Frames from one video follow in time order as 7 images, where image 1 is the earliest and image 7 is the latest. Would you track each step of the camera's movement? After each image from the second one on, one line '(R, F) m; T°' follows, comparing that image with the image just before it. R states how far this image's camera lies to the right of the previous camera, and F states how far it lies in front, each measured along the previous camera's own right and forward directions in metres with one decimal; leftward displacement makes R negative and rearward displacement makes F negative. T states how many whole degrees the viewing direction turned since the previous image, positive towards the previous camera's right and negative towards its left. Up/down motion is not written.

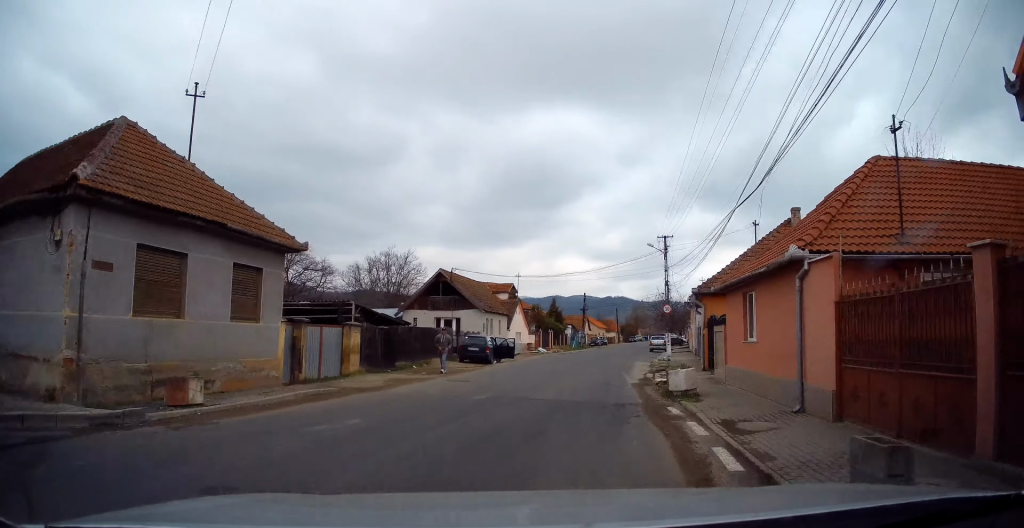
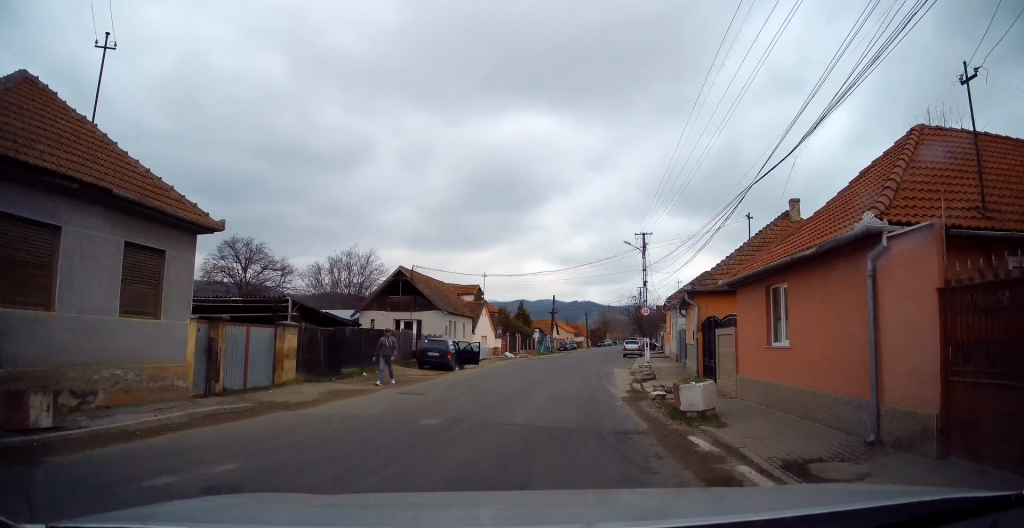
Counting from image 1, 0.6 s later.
(+0.1, +3.4) m; +1°
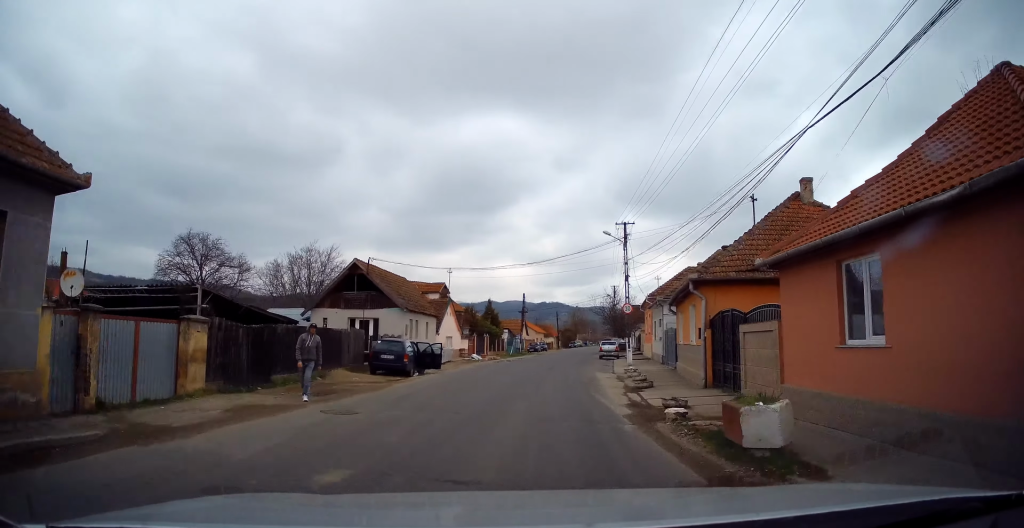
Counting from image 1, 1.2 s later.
(0.0, +3.6) m; +2°
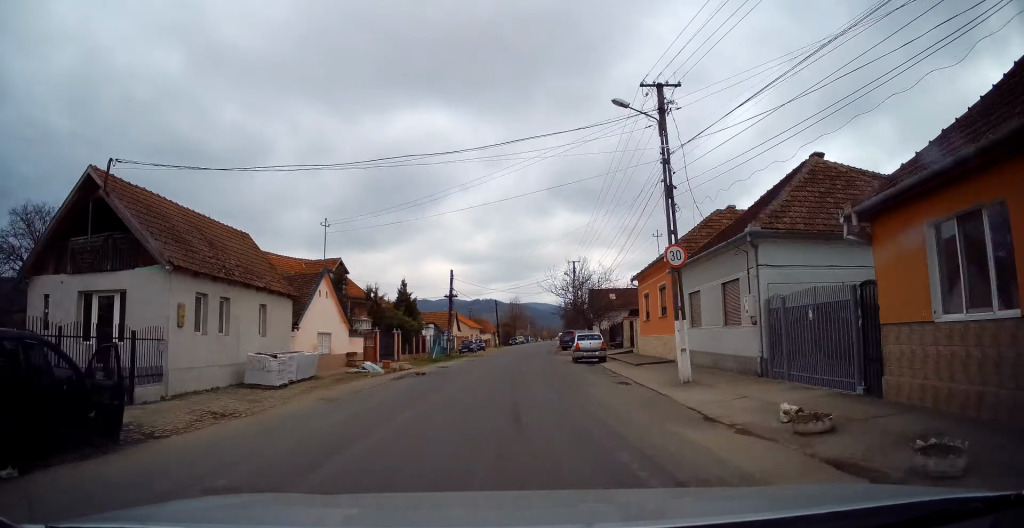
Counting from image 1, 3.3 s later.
(+1.6, +15.9) m; +8°
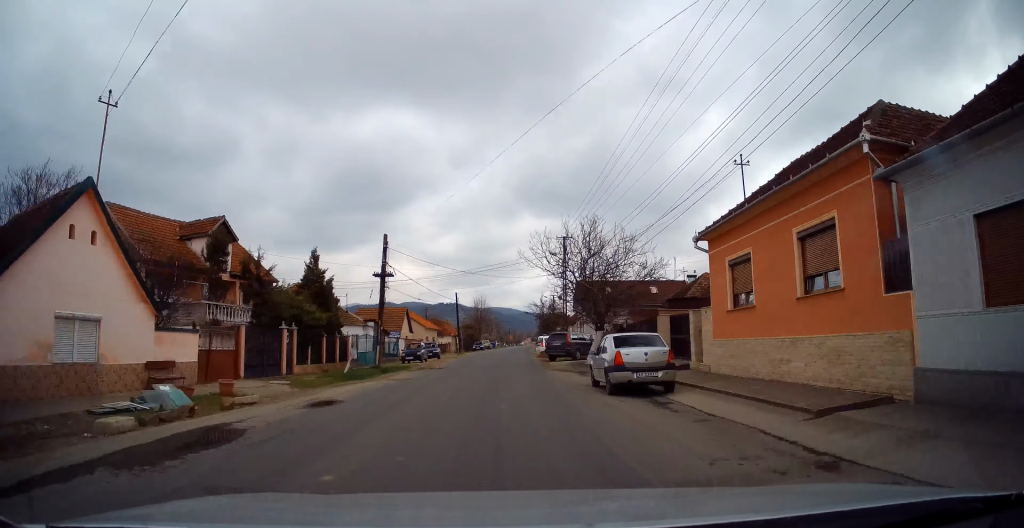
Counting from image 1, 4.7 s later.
(+0.2, +14.2) m; +3°
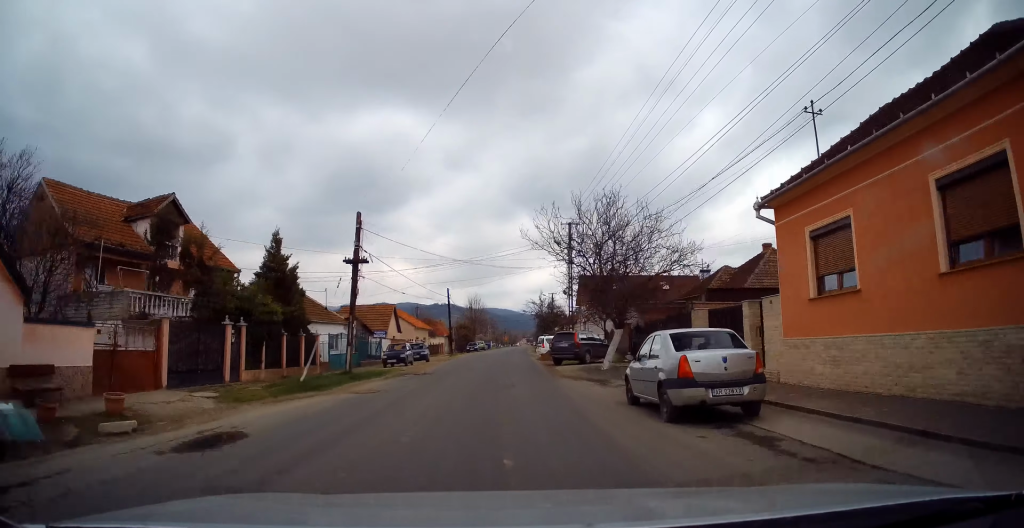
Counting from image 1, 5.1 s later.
(+0.1, +4.5) m; +1°
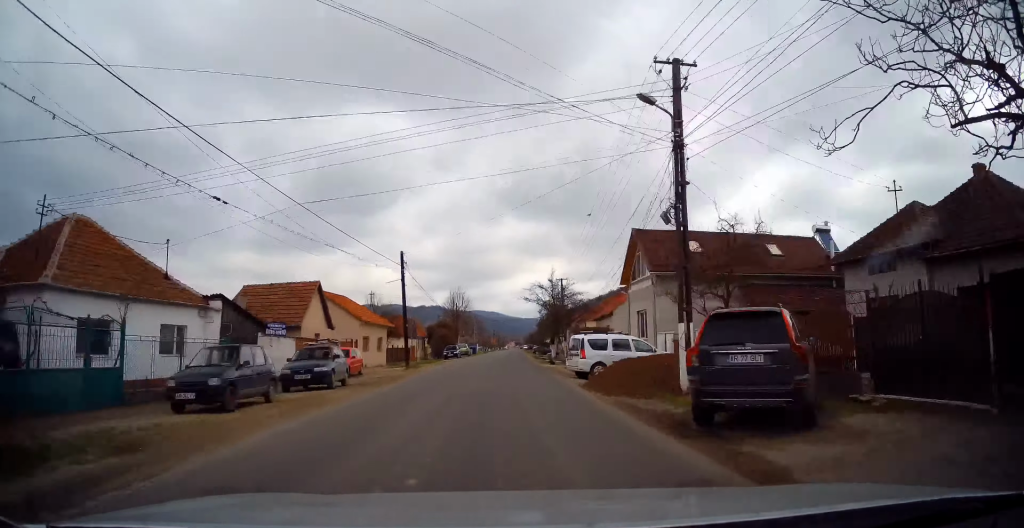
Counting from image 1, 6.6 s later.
(+0.3, +19.9) m; +2°
